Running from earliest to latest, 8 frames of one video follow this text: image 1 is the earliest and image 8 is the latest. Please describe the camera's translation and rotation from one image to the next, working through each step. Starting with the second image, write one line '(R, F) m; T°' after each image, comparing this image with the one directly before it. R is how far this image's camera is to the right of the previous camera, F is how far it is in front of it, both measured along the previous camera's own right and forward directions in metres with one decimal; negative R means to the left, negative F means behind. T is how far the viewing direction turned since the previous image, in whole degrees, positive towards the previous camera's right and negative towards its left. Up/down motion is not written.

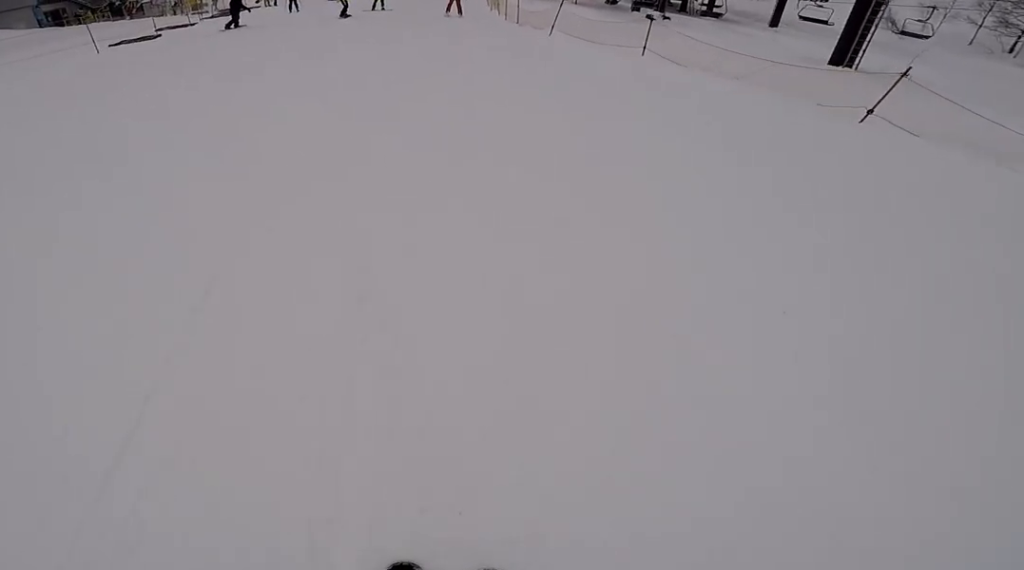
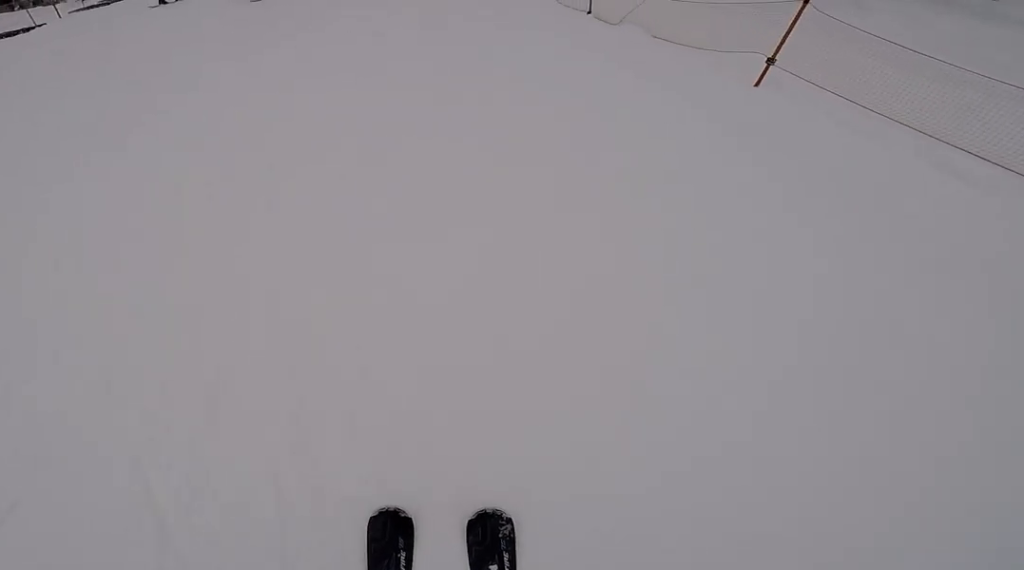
(+0.6, +9.5) m; -1°
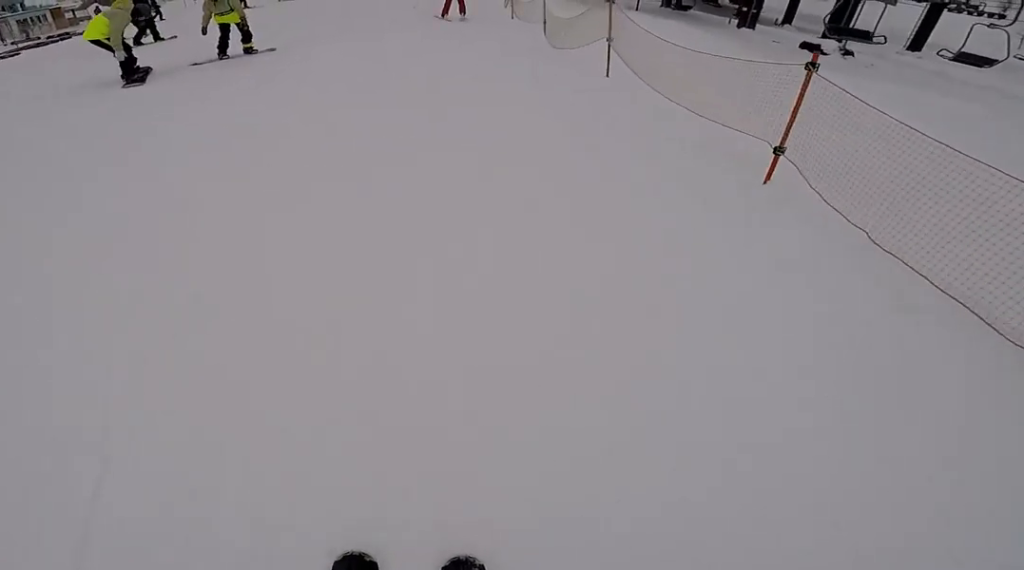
(-0.6, +7.1) m; -4°
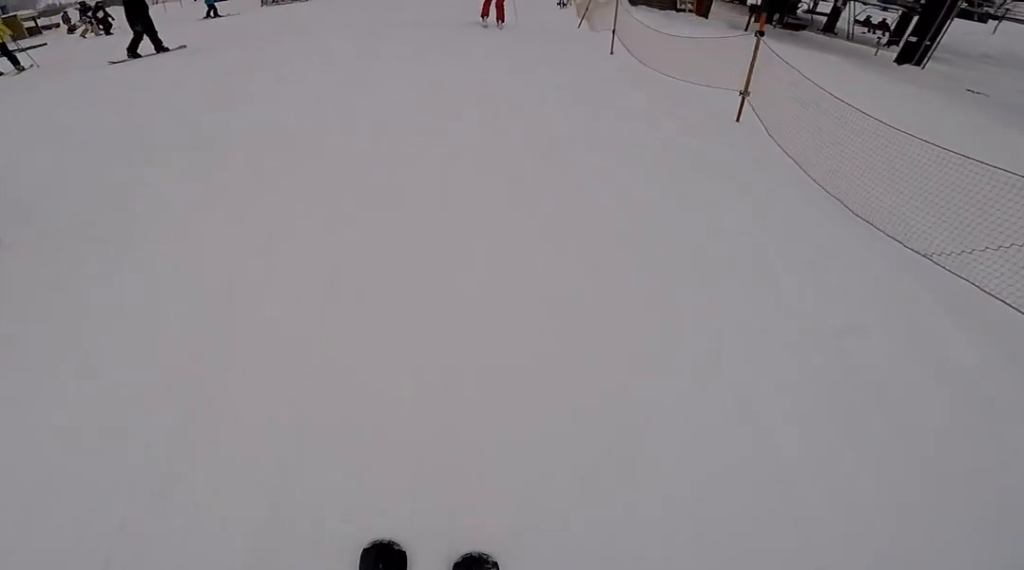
(-0.1, +7.1) m; +2°
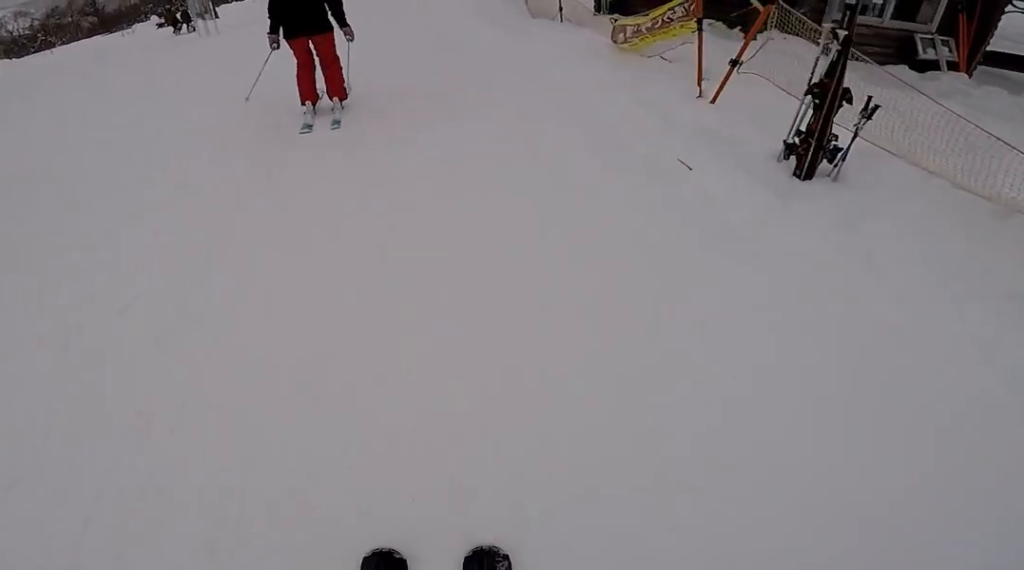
(+1.8, +15.1) m; +10°
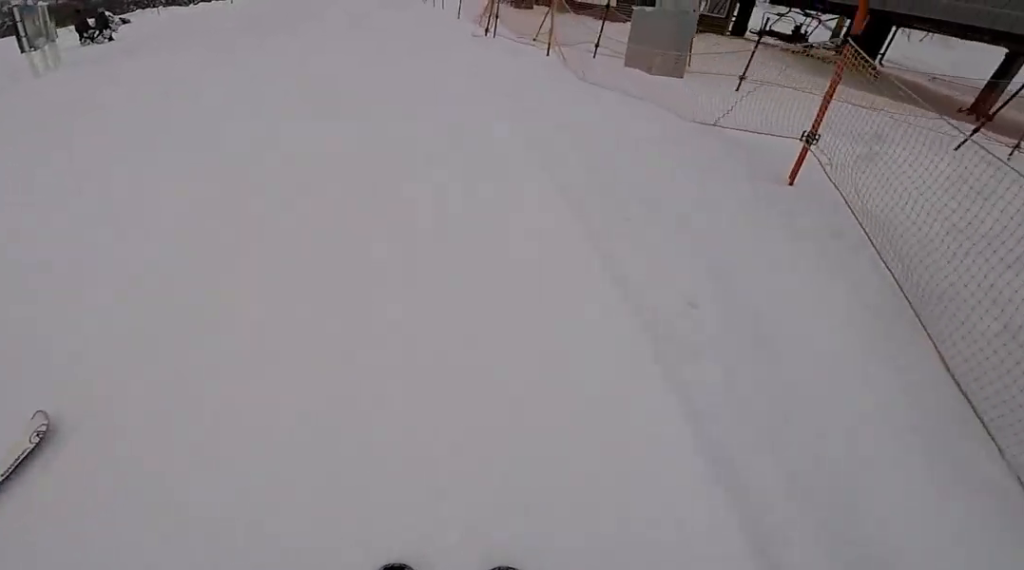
(0.0, +9.2) m; 0°
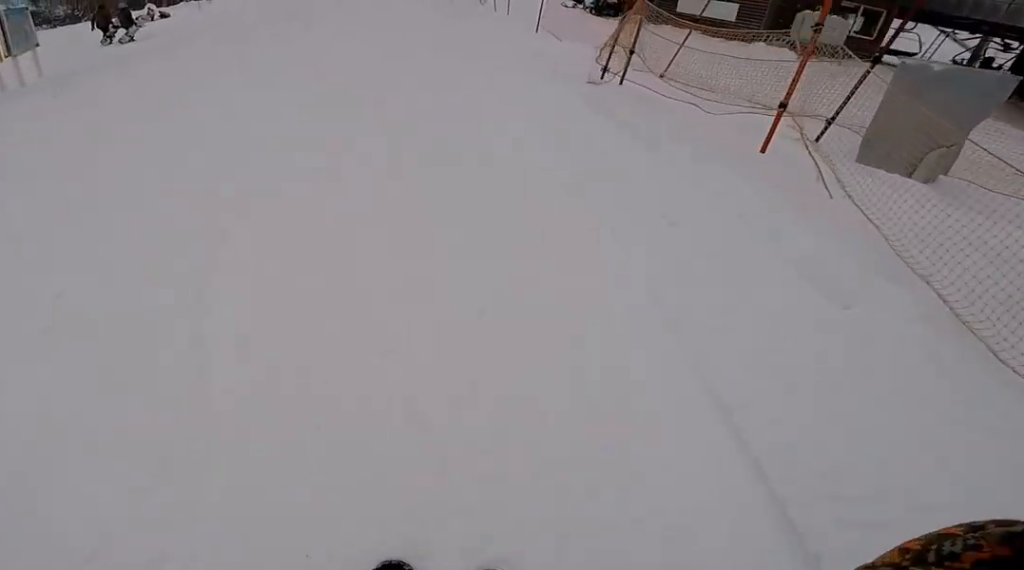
(0.0, +3.8) m; 0°
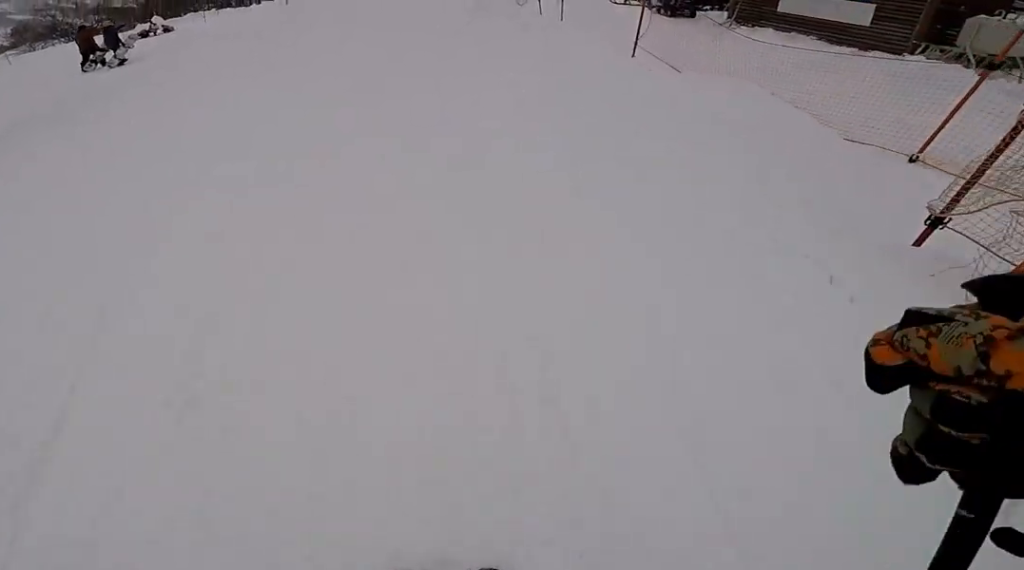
(0.0, +4.0) m; 0°
